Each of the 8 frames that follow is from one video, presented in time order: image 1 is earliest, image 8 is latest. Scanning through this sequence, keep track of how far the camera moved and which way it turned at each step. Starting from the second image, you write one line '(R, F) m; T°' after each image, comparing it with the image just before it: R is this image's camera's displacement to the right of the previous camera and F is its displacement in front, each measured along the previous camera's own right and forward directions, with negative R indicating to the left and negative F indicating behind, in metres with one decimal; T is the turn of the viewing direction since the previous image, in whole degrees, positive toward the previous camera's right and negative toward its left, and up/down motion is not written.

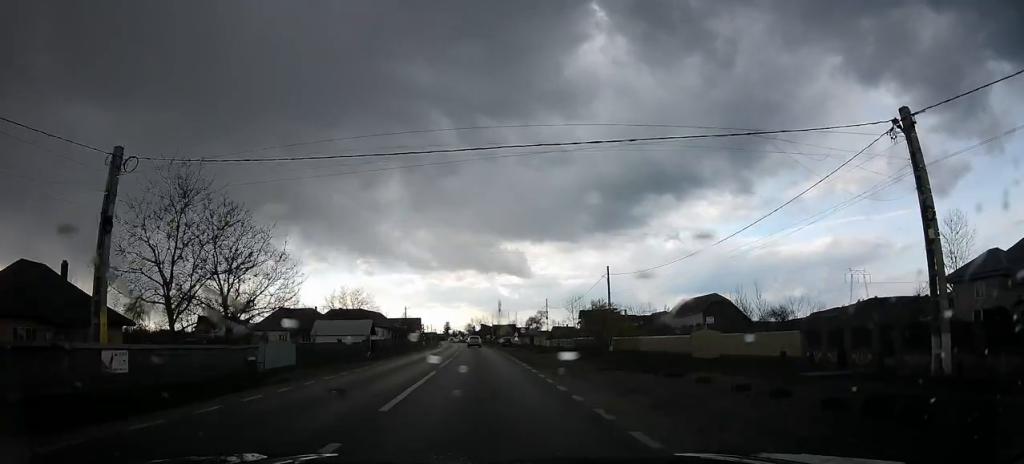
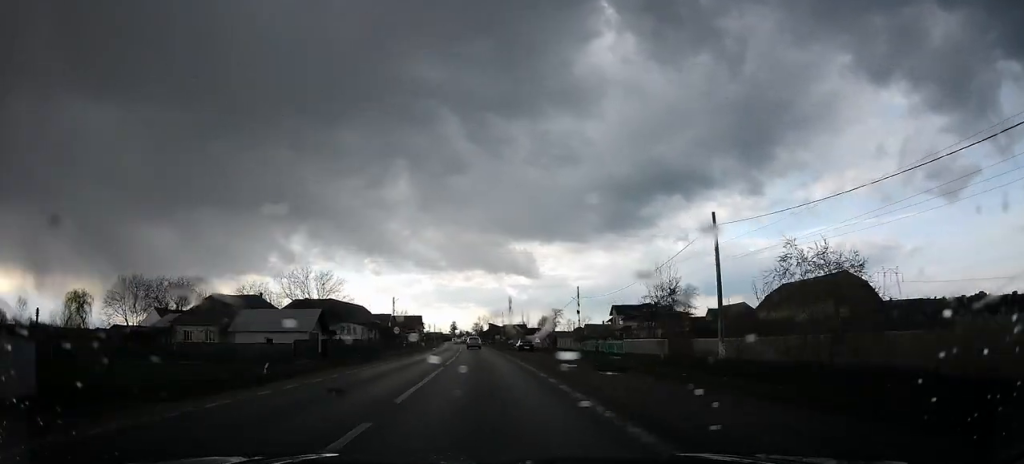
(-0.1, +22.6) m; 0°
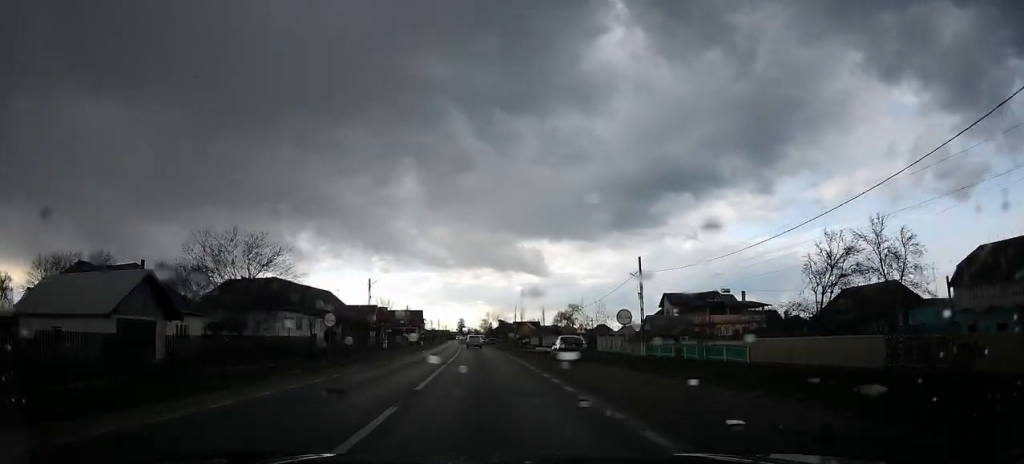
(0.0, +23.1) m; -1°
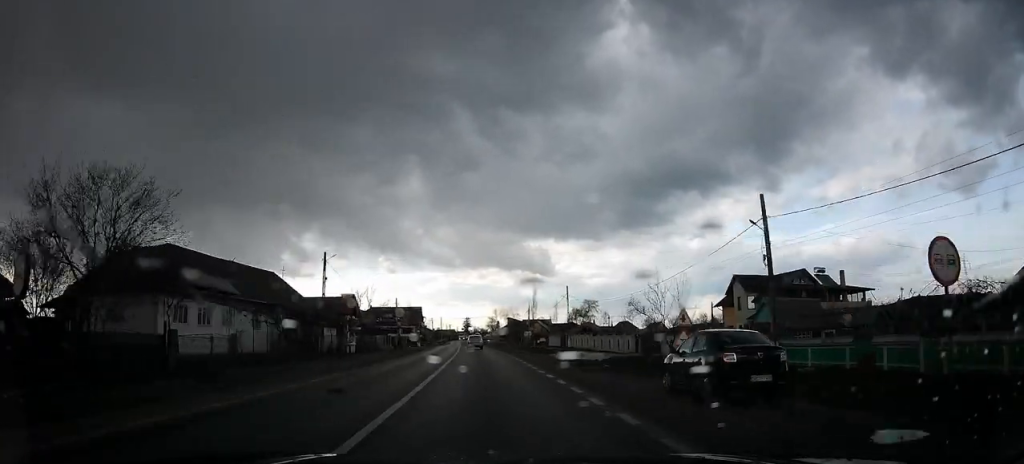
(-0.4, +19.3) m; -1°
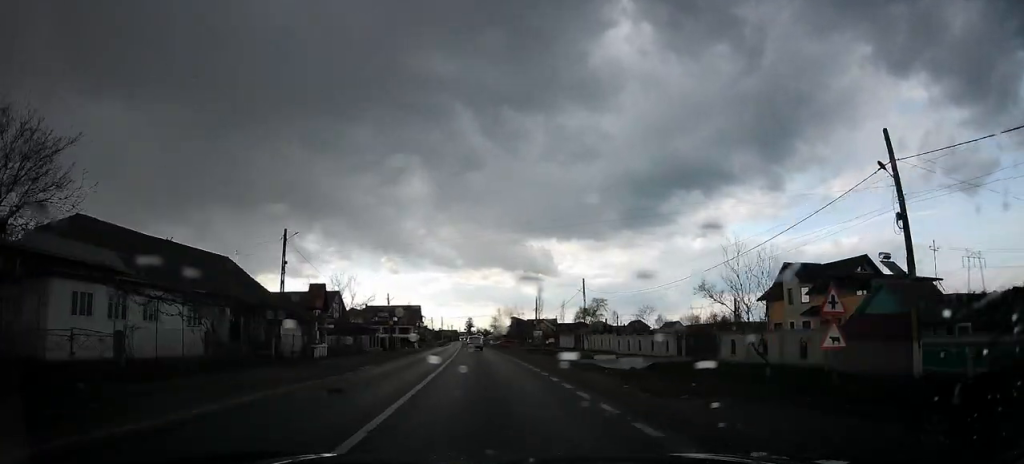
(0.0, +9.3) m; 0°
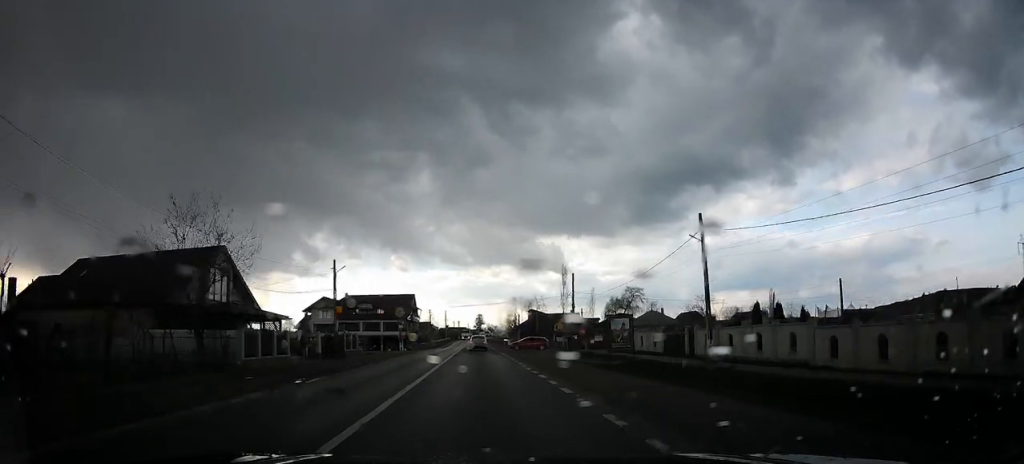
(-0.3, +30.4) m; -2°
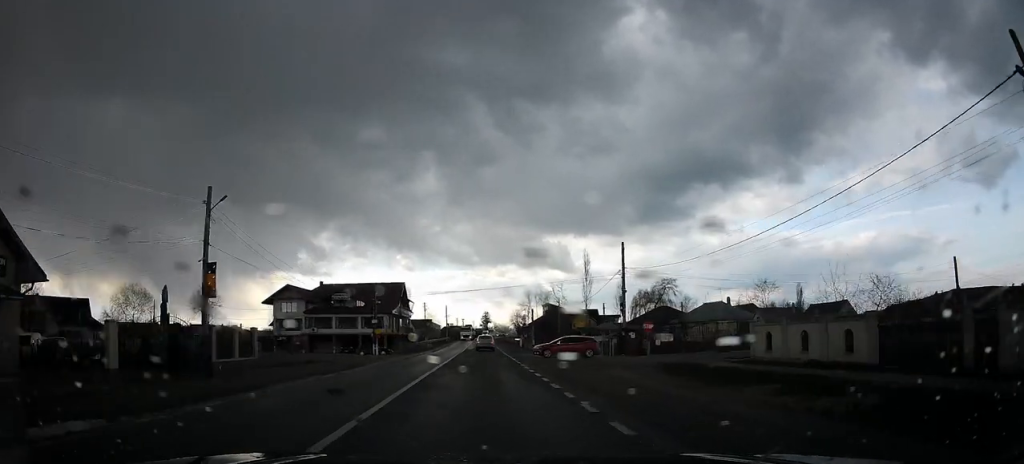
(-0.5, +21.3) m; -2°
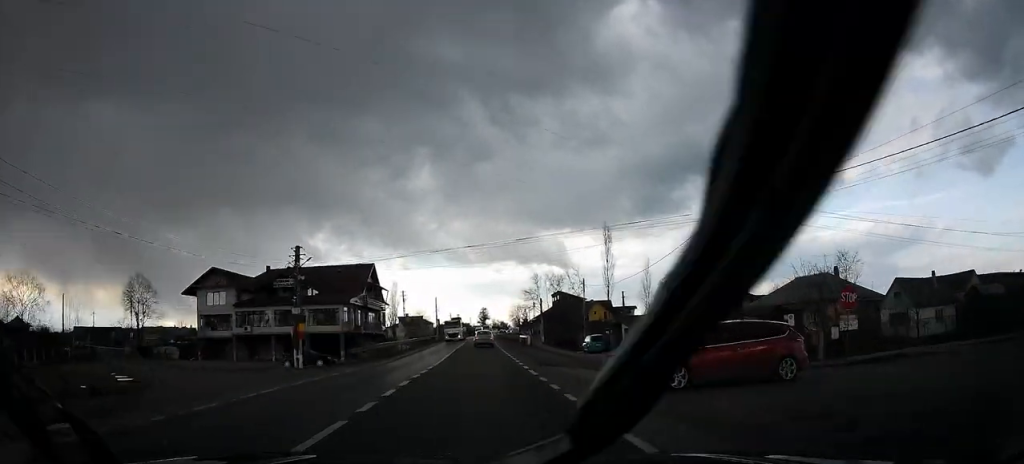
(-0.2, +21.8) m; -1°
